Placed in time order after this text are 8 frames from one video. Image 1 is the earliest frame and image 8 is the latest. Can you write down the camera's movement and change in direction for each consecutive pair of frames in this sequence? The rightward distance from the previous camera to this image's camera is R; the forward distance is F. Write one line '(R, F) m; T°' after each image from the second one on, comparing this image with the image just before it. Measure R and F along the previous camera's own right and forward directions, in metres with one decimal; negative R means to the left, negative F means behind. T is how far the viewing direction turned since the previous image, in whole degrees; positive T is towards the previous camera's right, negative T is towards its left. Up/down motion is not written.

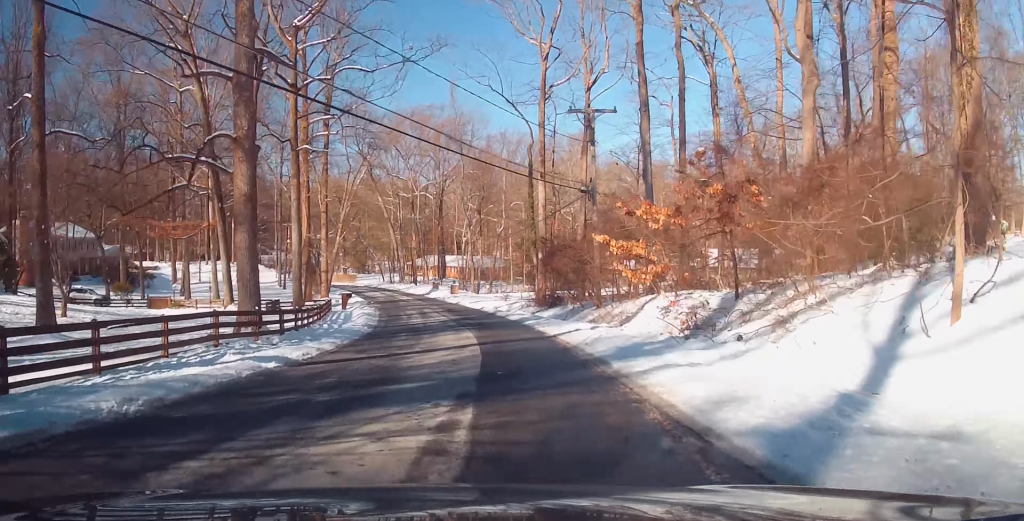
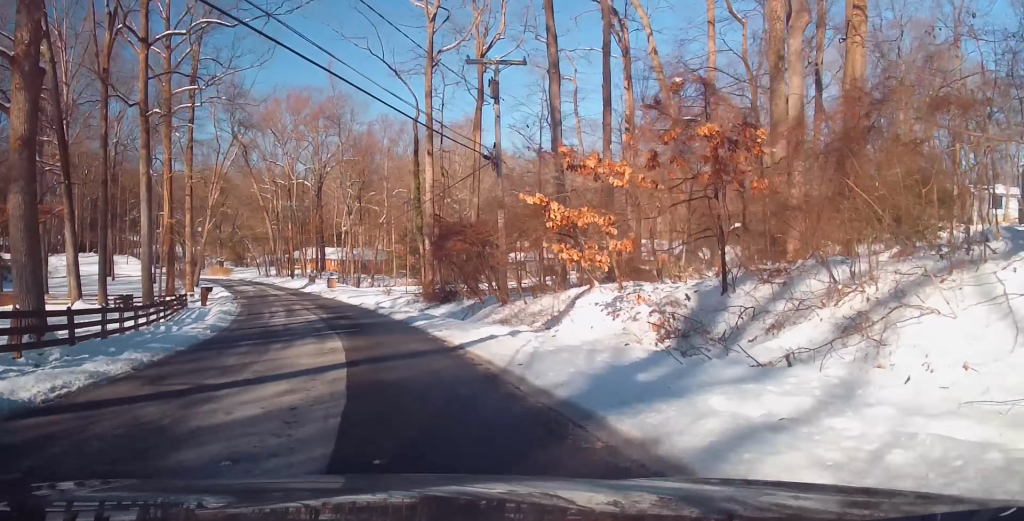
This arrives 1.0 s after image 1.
(+0.2, +5.8) m; 0°
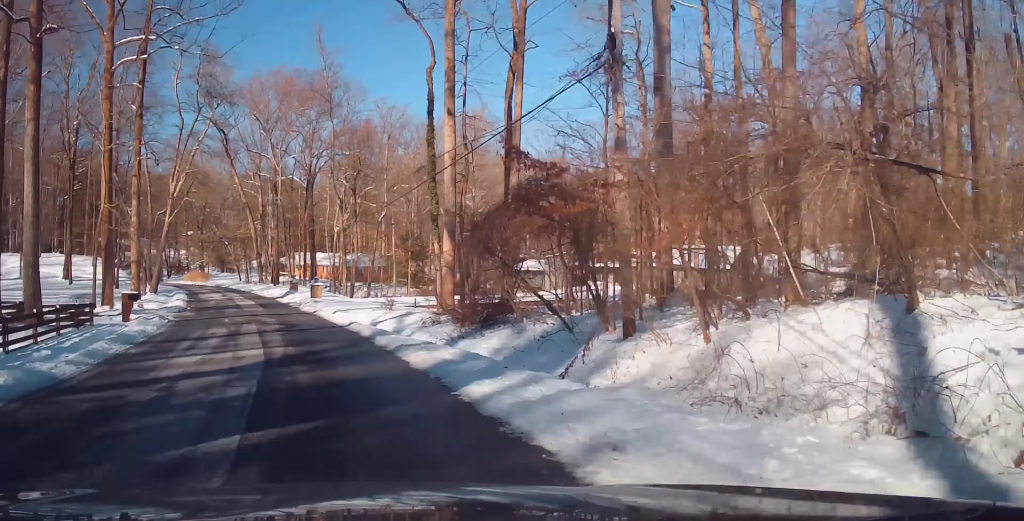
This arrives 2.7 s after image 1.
(0.0, +10.7) m; -3°
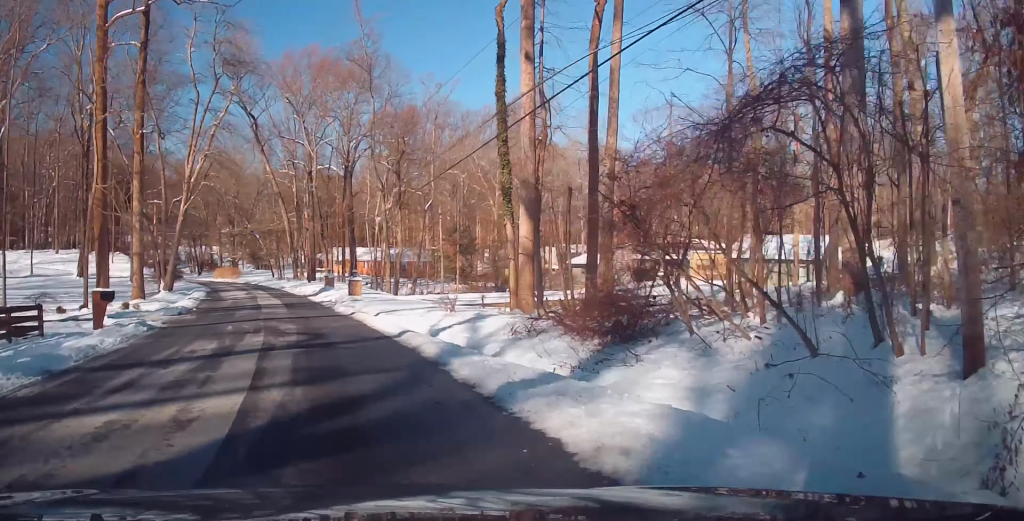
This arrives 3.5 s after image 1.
(+0.3, +6.1) m; -4°
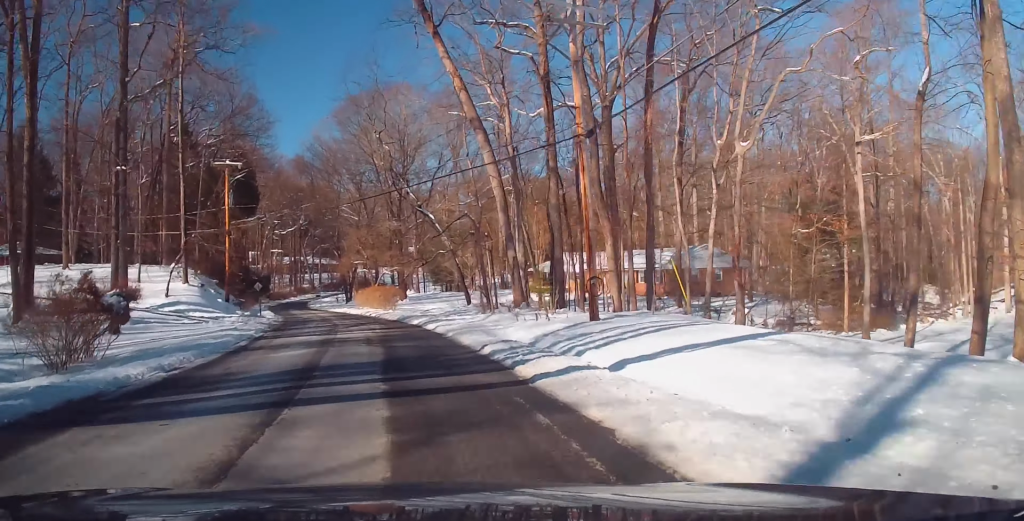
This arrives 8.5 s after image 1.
(-10.1, +40.5) m; -21°
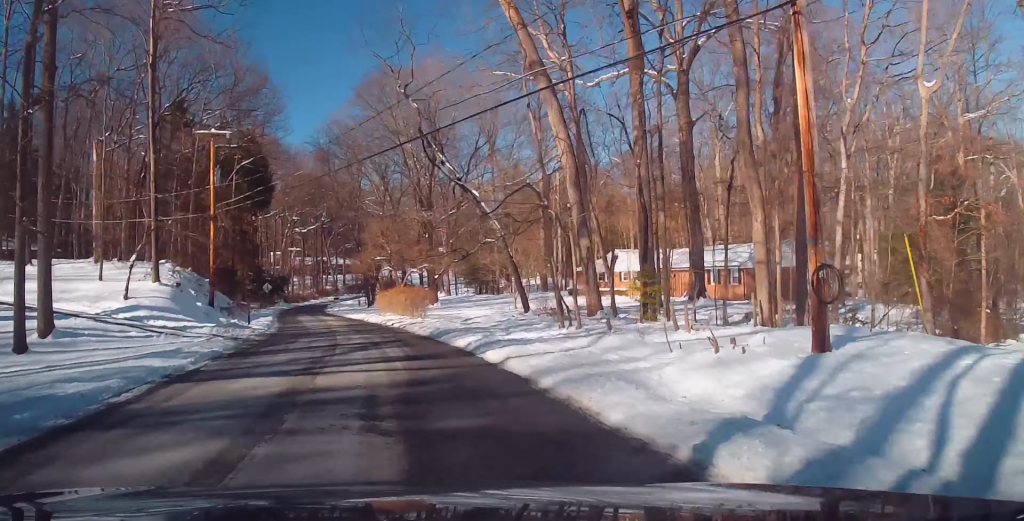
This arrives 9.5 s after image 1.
(+0.1, +10.0) m; -1°
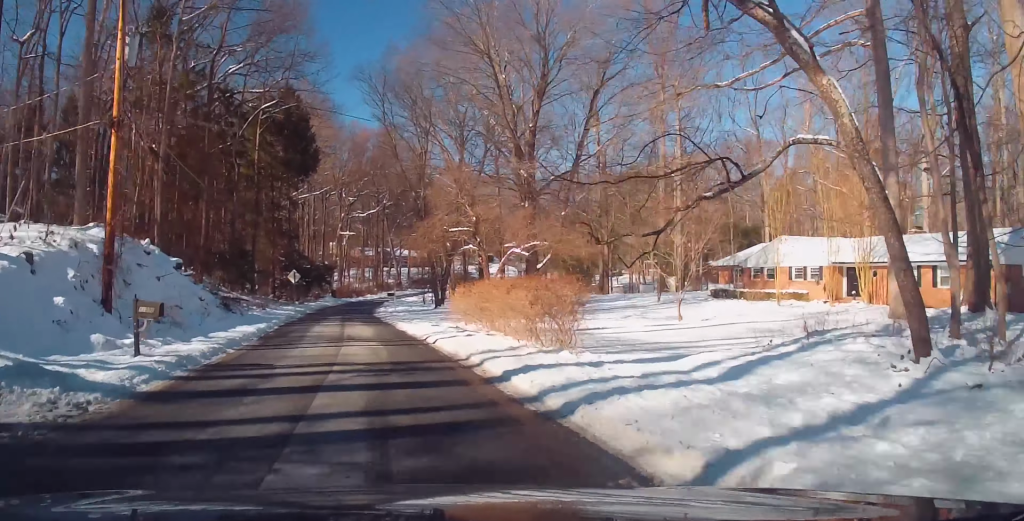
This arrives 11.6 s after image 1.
(-0.4, +20.4) m; -3°
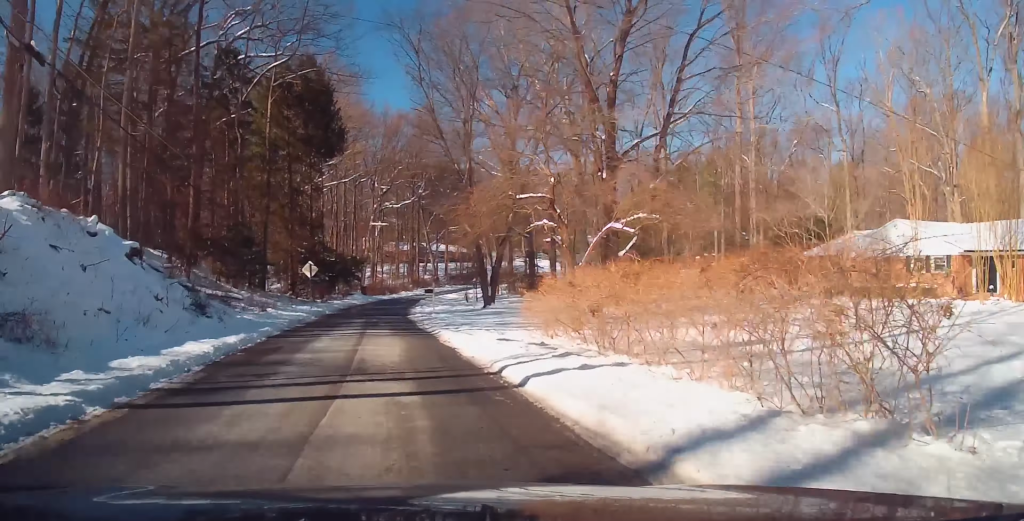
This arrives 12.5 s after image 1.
(-0.2, +9.5) m; -1°
